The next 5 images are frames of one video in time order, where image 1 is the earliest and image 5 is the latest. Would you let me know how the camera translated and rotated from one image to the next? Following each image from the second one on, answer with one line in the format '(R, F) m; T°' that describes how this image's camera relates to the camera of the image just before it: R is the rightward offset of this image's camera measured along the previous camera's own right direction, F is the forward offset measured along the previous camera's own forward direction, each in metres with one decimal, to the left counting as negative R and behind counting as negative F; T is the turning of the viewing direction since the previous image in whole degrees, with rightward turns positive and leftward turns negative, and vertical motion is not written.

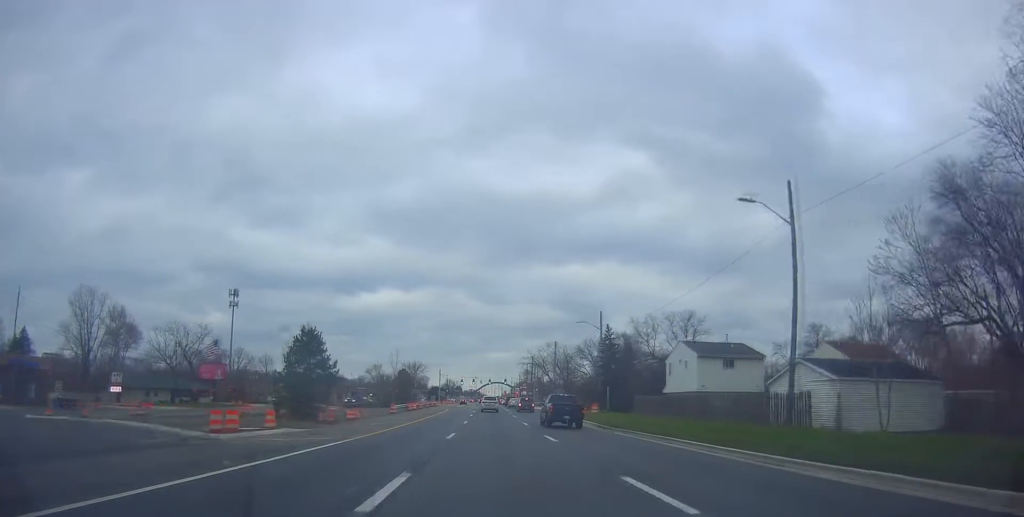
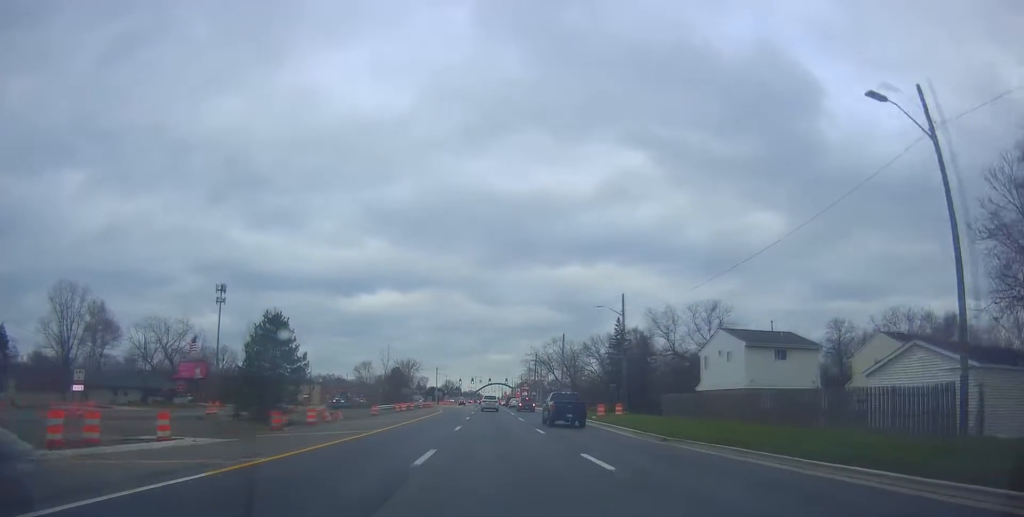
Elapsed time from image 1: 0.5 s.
(+0.3, +9.8) m; +1°
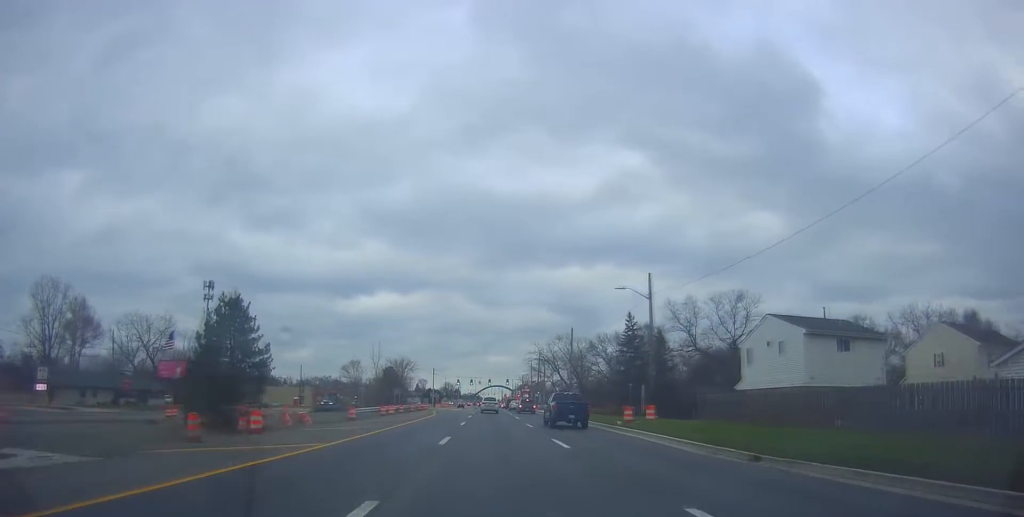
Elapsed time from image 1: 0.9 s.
(-0.1, +8.4) m; -1°
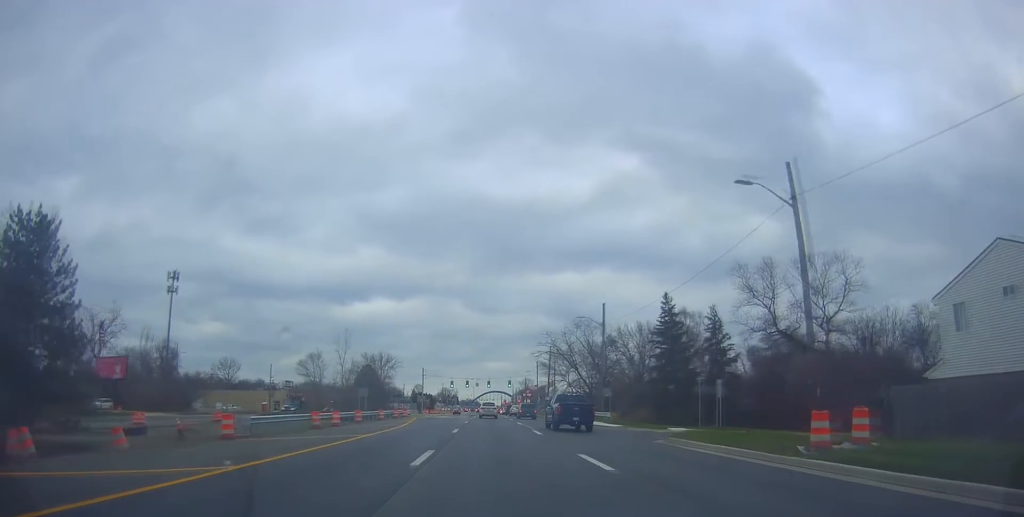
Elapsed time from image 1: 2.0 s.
(-0.5, +21.2) m; -1°
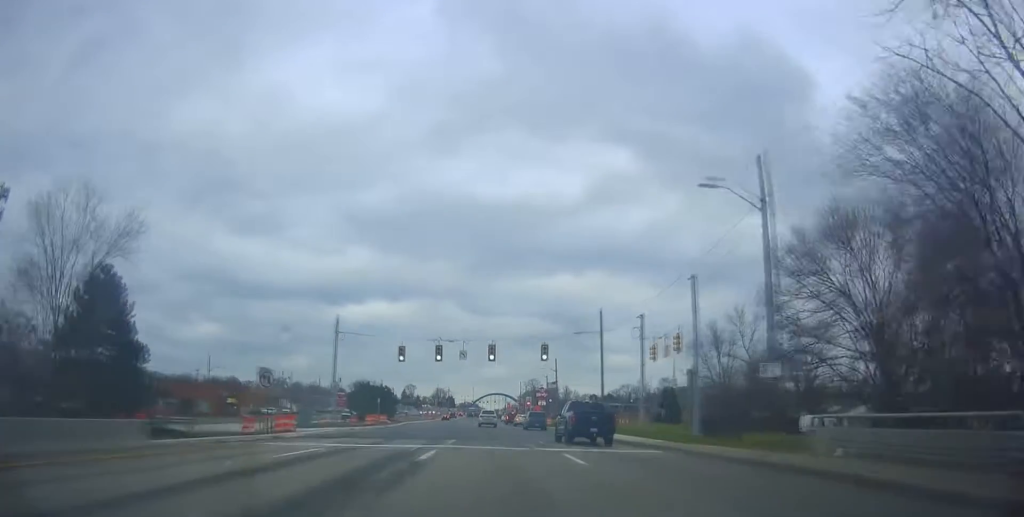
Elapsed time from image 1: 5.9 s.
(+1.4, +72.1) m; +1°
